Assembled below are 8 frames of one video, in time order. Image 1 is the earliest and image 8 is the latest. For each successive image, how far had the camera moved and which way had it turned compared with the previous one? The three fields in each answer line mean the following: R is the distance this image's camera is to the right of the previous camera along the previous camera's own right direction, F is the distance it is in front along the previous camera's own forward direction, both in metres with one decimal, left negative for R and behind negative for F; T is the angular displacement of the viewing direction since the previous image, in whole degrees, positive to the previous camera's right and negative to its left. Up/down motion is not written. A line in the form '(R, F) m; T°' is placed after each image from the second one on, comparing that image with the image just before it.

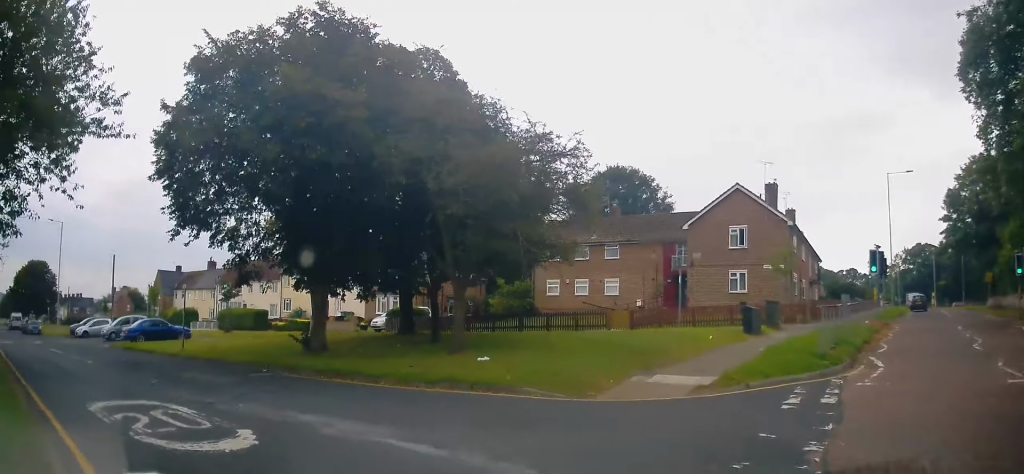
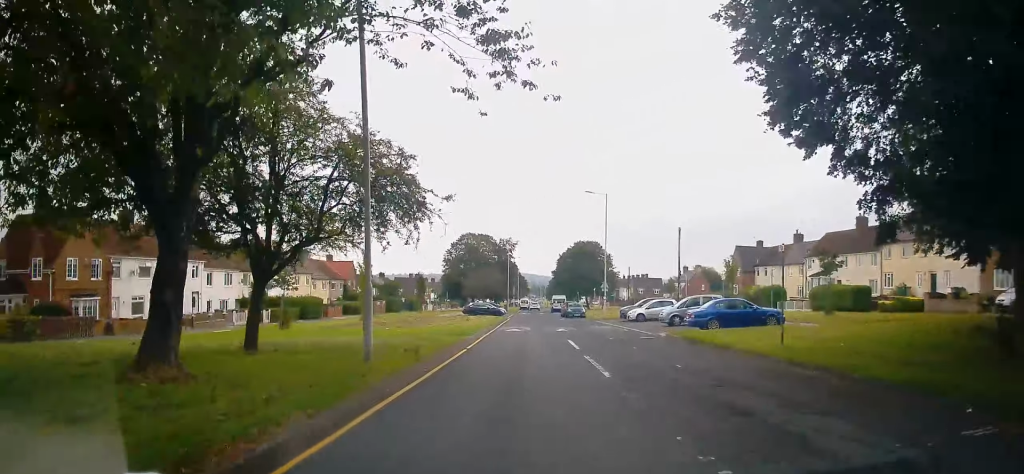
(-4.1, +7.6) m; -49°
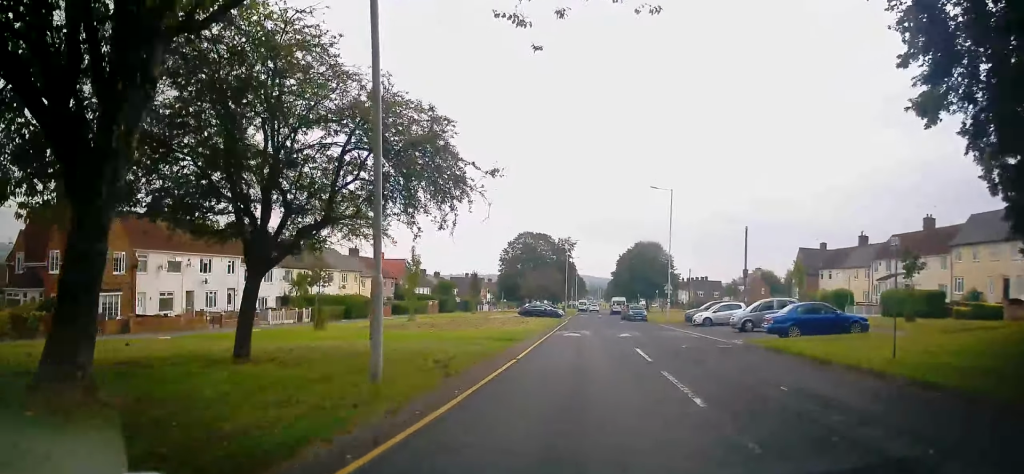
(0.0, +2.5) m; -6°
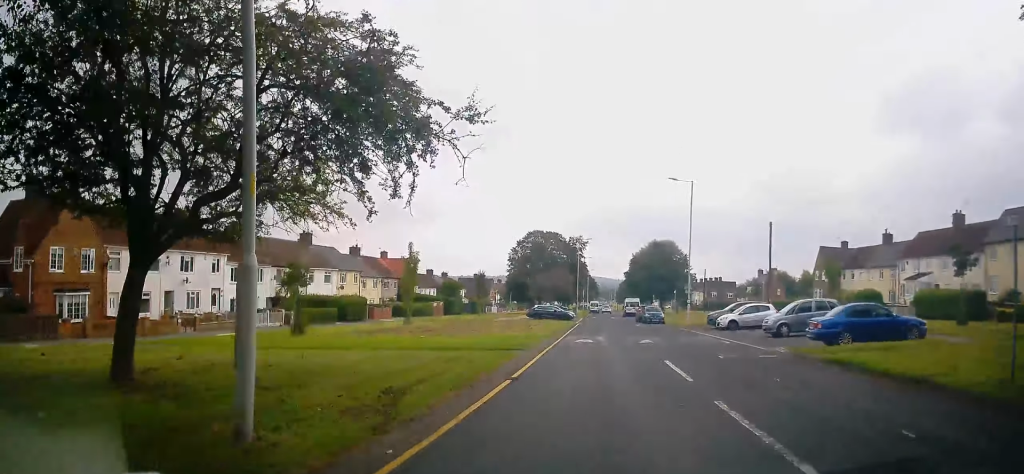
(-0.3, +3.4) m; -5°
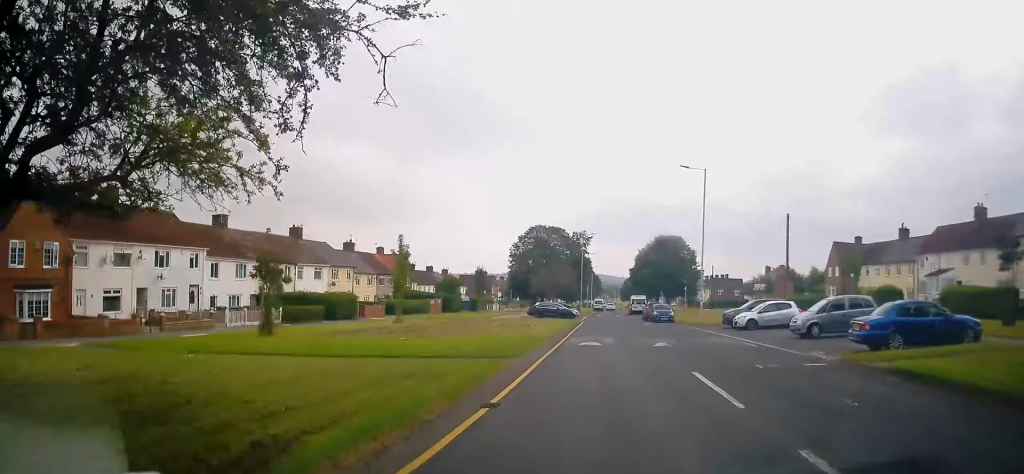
(-0.1, +2.8) m; -3°
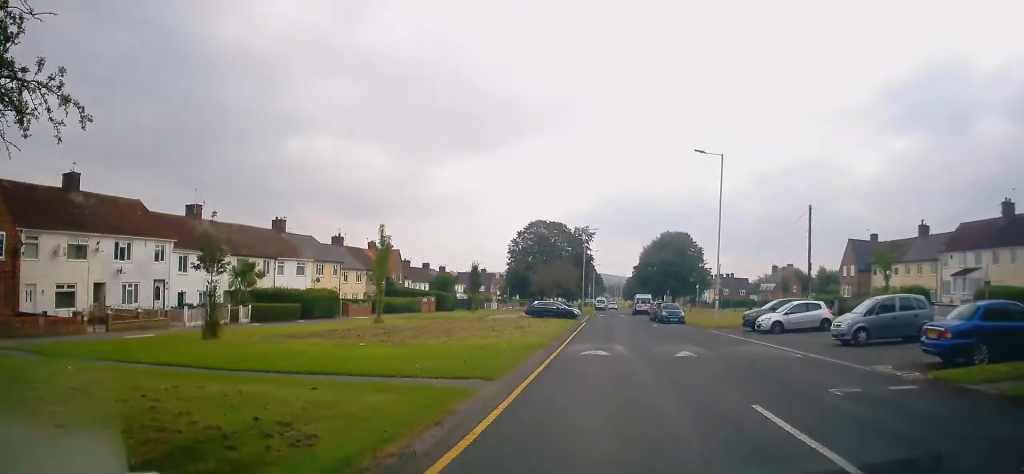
(-0.1, +3.8) m; -1°
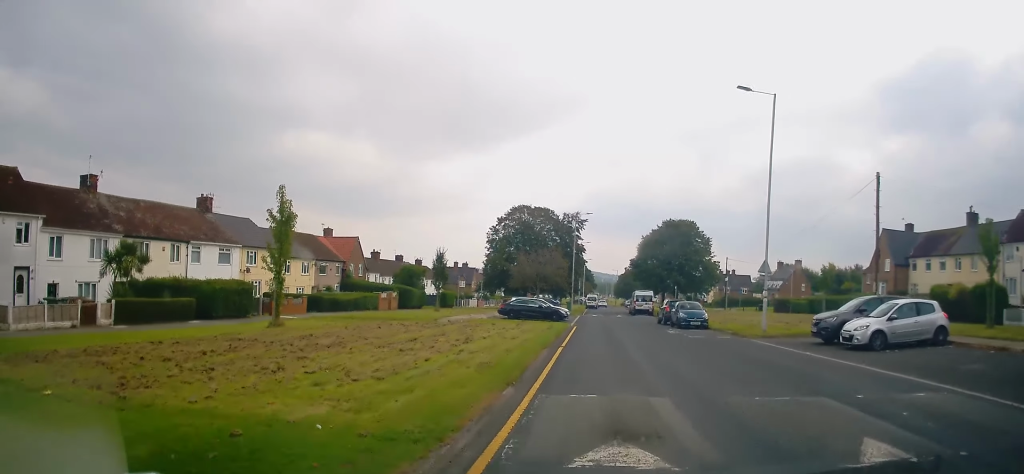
(+0.1, +10.5) m; +3°
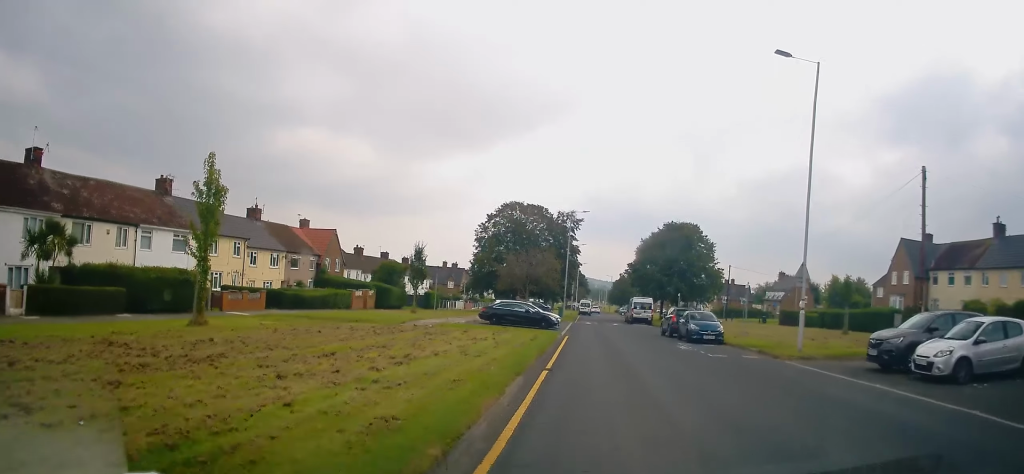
(+0.4, +4.9) m; 0°
